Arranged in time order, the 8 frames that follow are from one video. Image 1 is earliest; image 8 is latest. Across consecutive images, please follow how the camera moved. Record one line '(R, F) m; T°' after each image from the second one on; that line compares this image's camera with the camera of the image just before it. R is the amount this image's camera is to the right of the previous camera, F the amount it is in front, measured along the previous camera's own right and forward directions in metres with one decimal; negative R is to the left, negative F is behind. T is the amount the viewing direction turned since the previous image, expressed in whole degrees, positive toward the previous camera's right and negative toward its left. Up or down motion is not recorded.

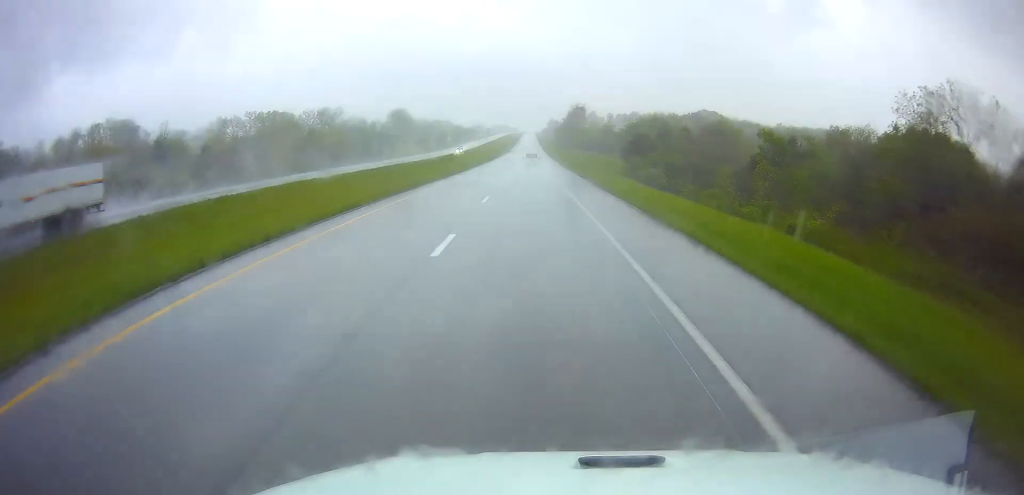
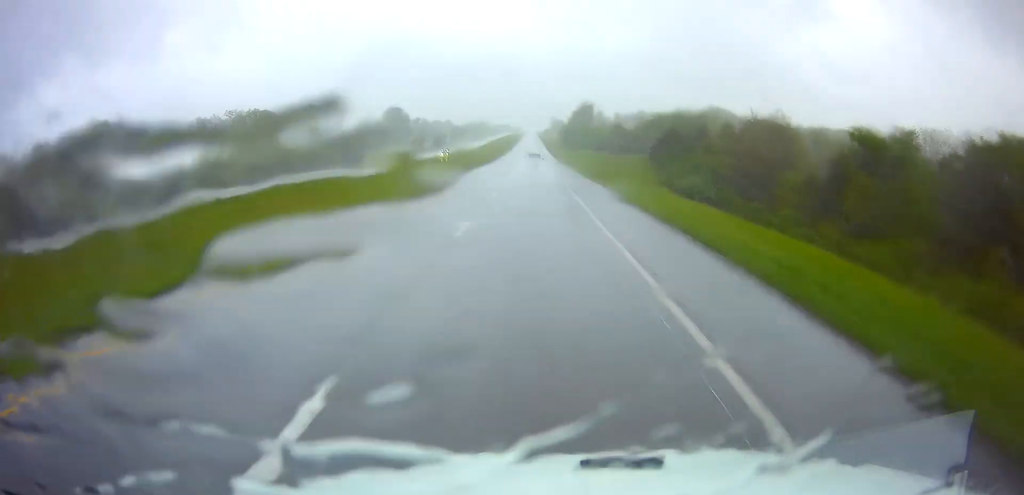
(0.0, +21.7) m; 0°
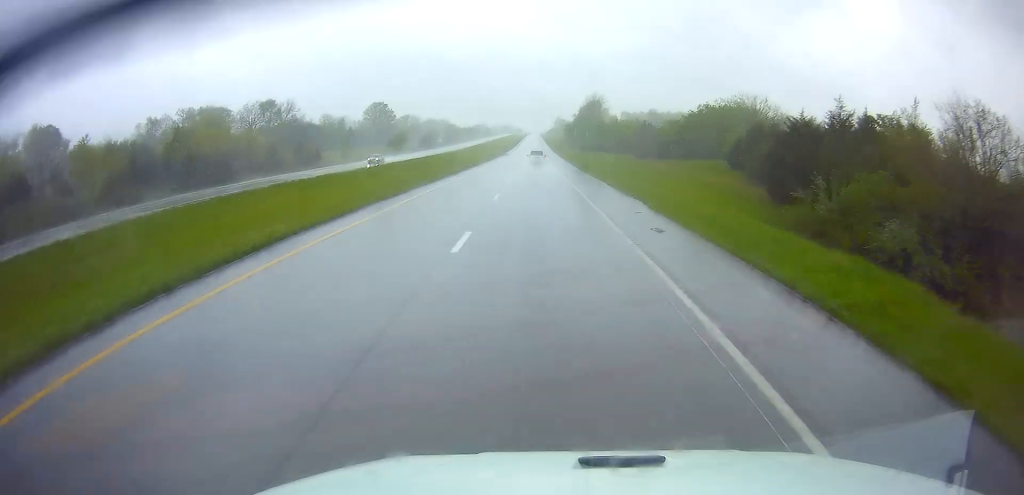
(+0.1, +39.3) m; 0°
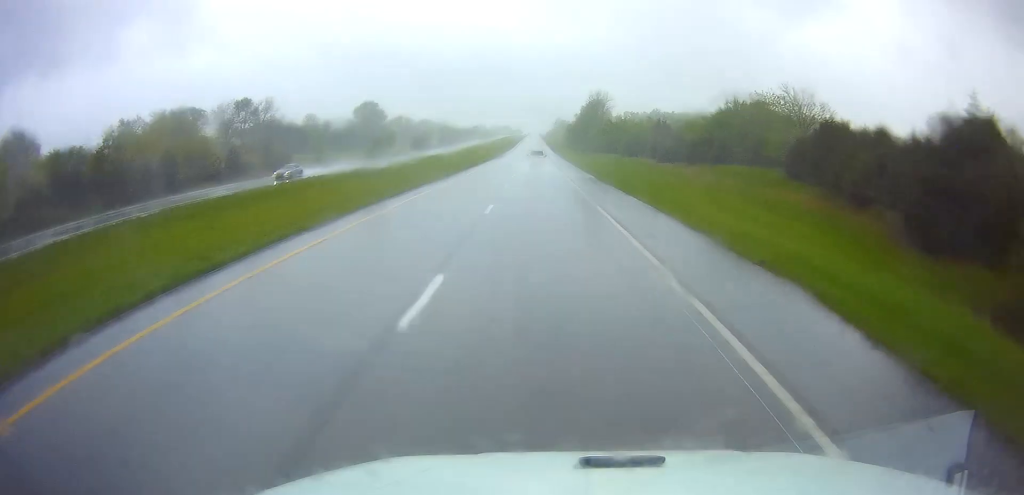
(0.0, +17.6) m; 0°
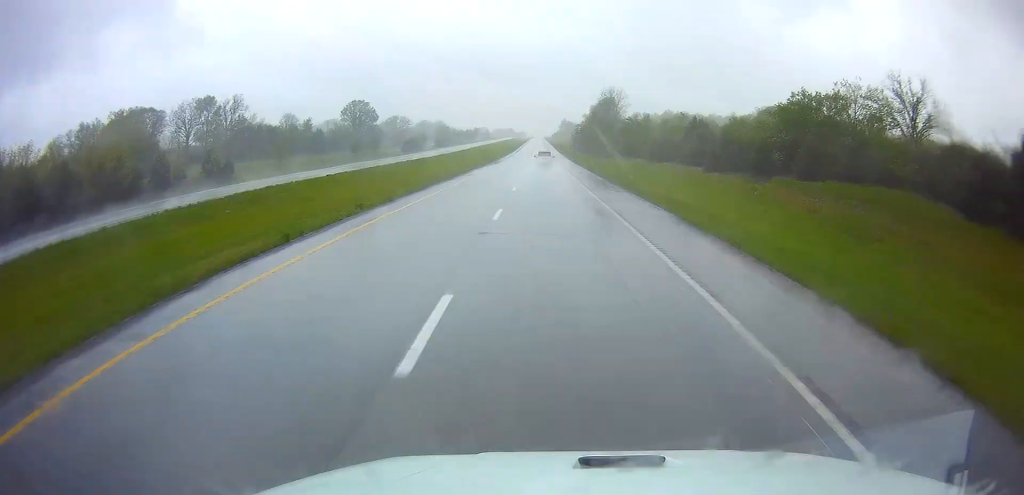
(-0.2, +25.9) m; -1°
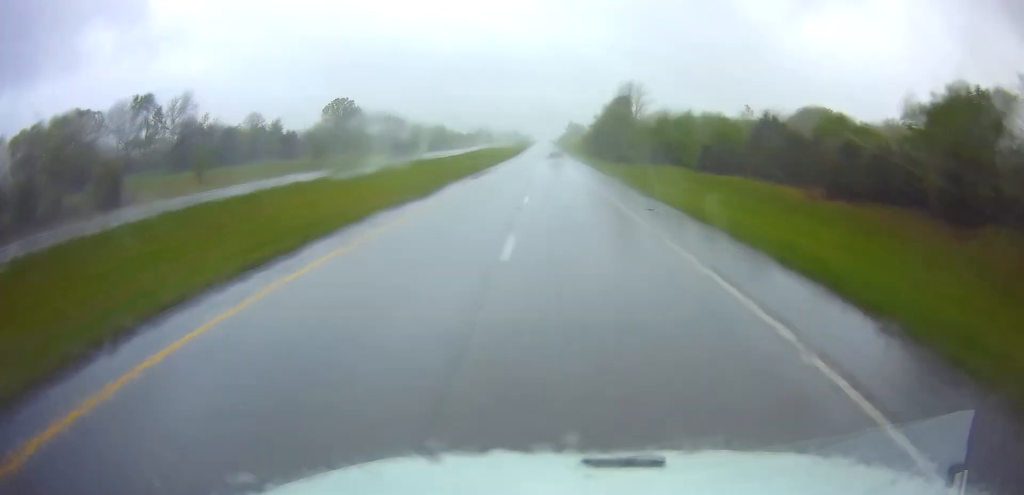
(-0.1, +31.0) m; 0°
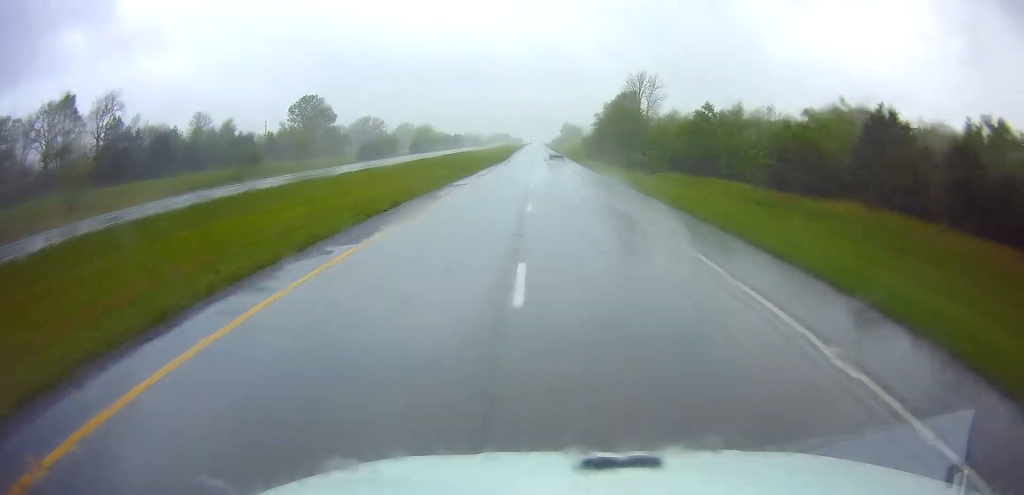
(0.0, +27.9) m; 0°
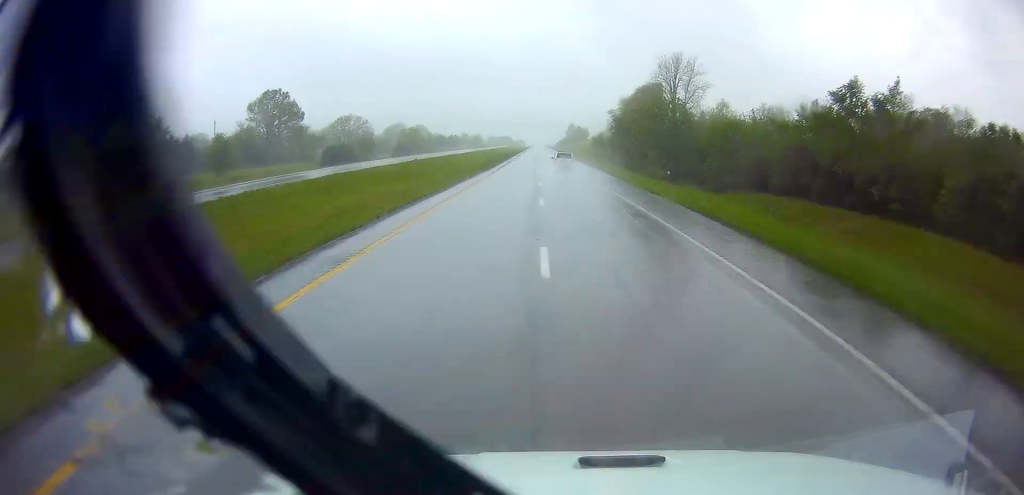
(0.0, +35.1) m; 0°
